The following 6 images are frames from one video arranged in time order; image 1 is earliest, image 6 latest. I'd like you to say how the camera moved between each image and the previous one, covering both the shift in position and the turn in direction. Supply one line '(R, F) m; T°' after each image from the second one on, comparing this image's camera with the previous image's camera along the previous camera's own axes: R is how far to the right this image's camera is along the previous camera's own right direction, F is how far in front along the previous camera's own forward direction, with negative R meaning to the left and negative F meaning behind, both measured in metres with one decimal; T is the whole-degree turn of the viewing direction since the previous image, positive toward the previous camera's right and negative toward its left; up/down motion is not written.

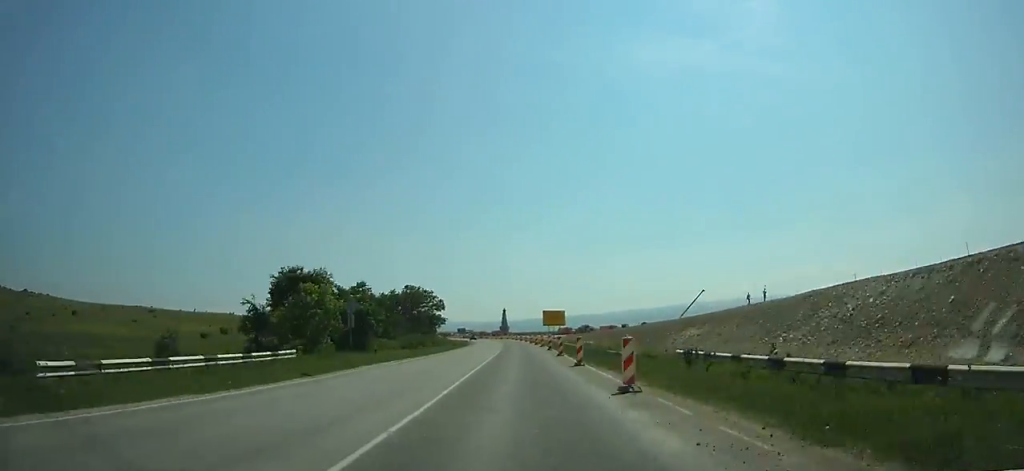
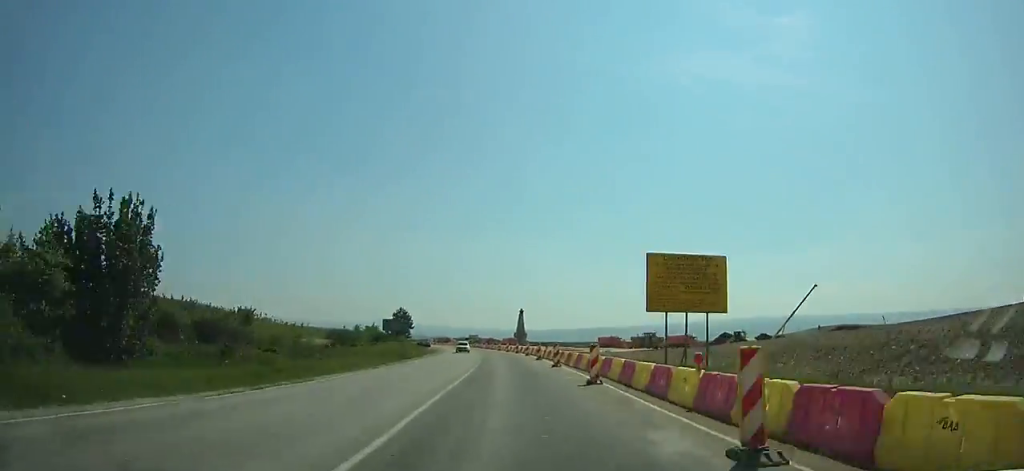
(-1.0, +76.5) m; -3°
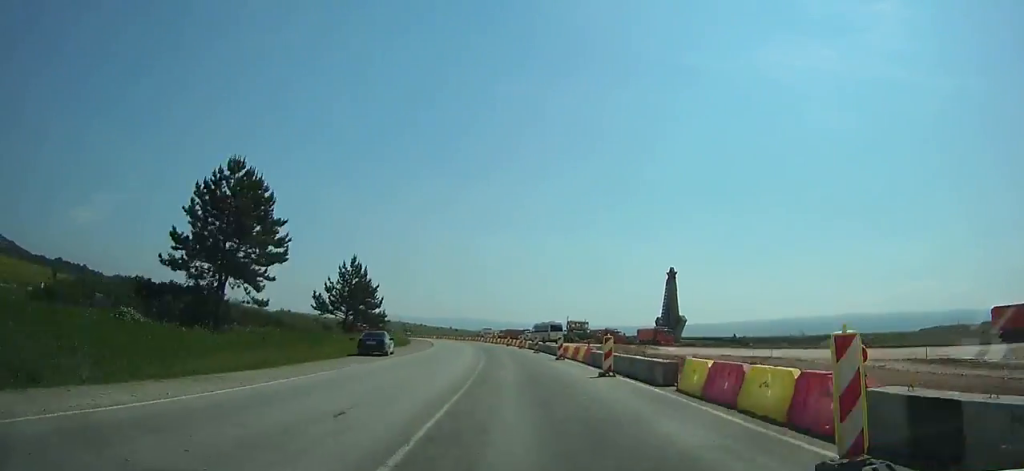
(-8.7, +116.6) m; -9°
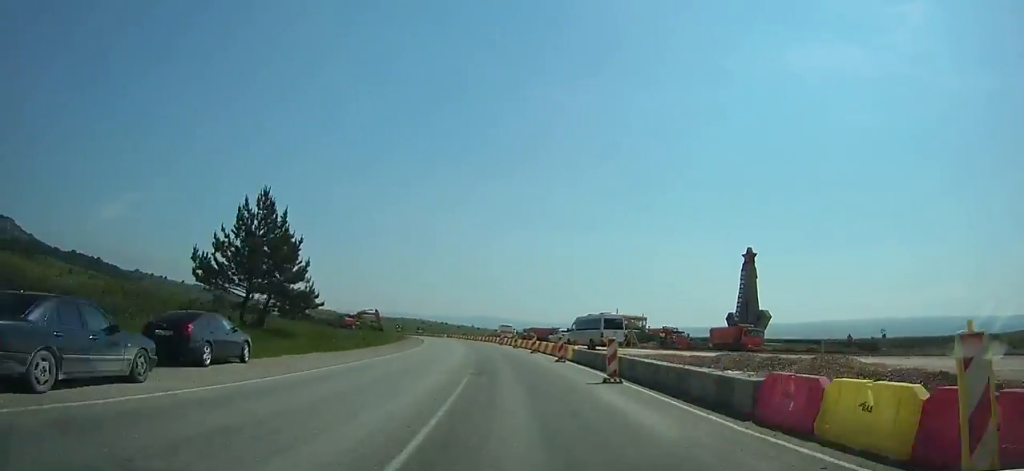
(-0.2, +27.4) m; -3°
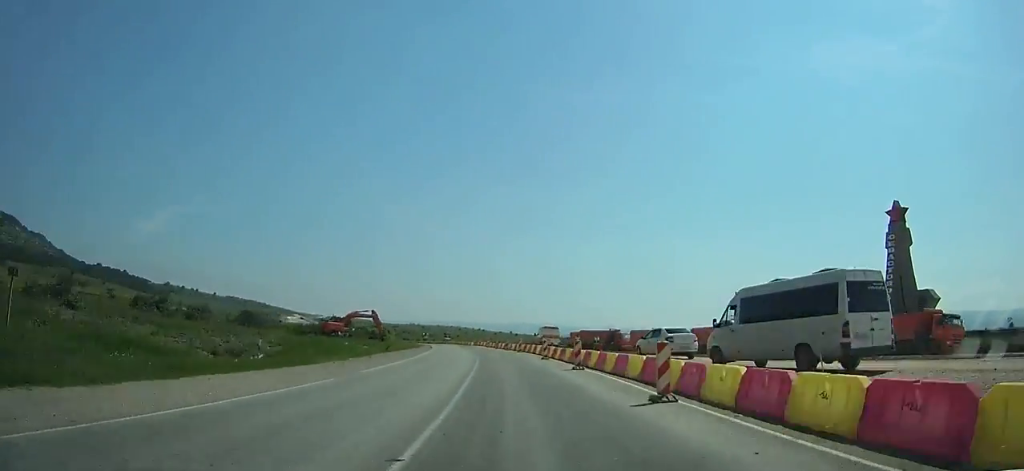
(-0.9, +27.5) m; -3°
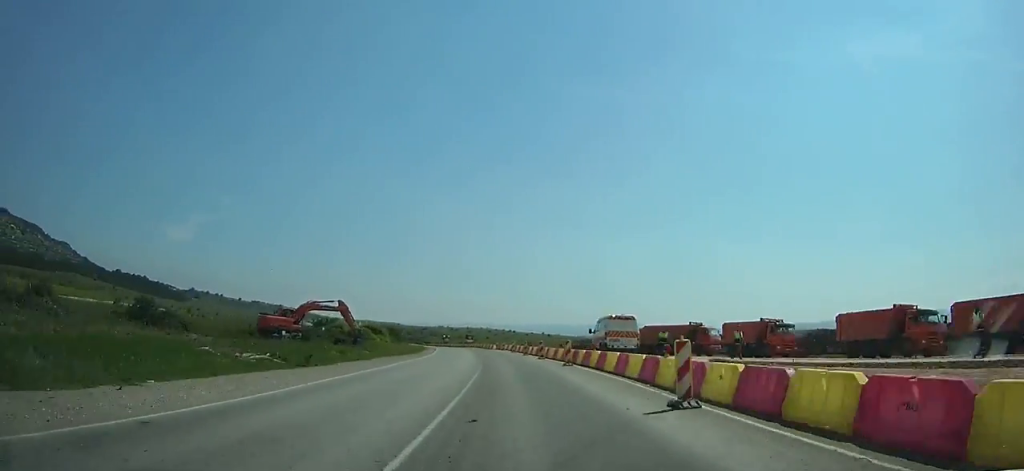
(-0.7, +26.1) m; -3°
